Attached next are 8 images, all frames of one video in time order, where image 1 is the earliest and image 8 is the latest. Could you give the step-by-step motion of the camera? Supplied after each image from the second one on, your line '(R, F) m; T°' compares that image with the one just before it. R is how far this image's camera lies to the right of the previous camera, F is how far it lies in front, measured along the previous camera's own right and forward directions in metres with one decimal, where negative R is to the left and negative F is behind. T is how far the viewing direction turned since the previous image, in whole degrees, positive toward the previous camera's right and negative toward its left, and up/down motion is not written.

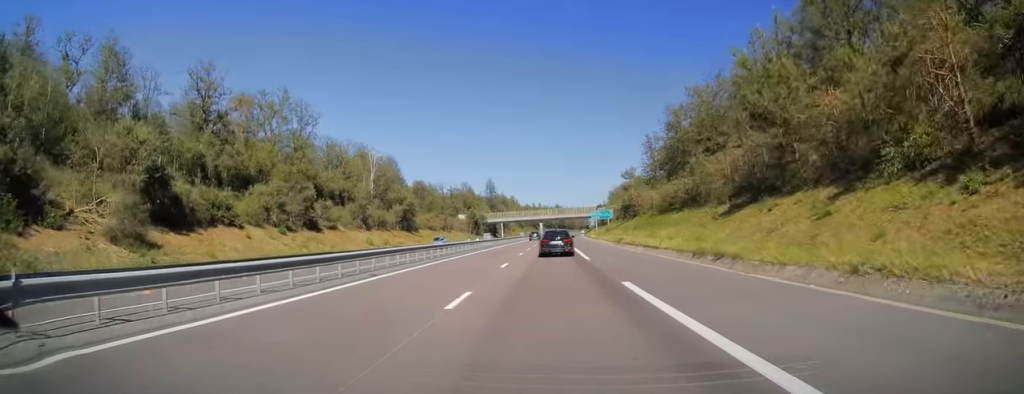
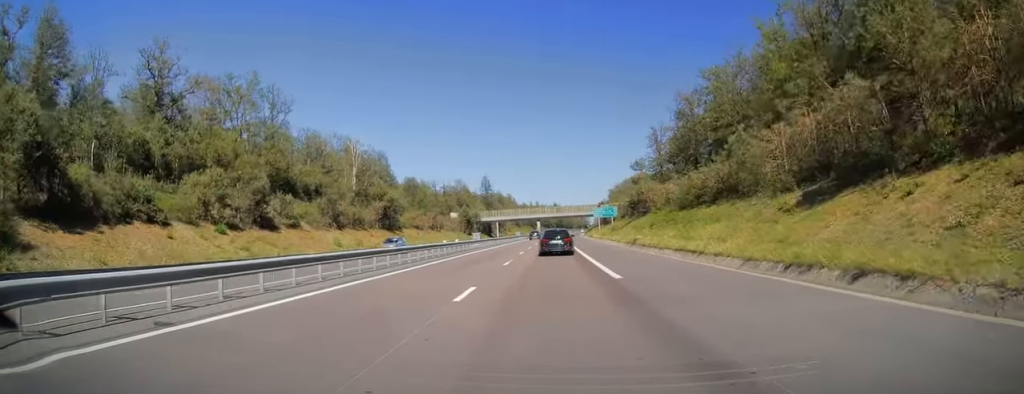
(+0.1, +11.8) m; 0°
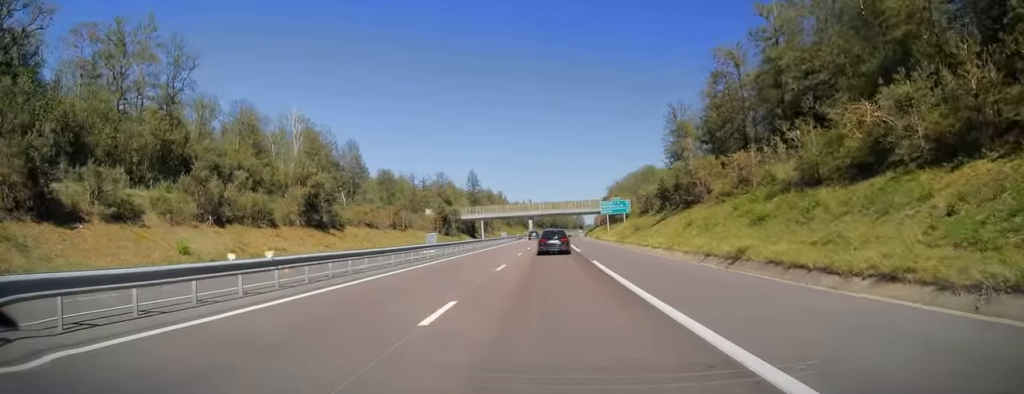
(0.0, +29.0) m; 0°
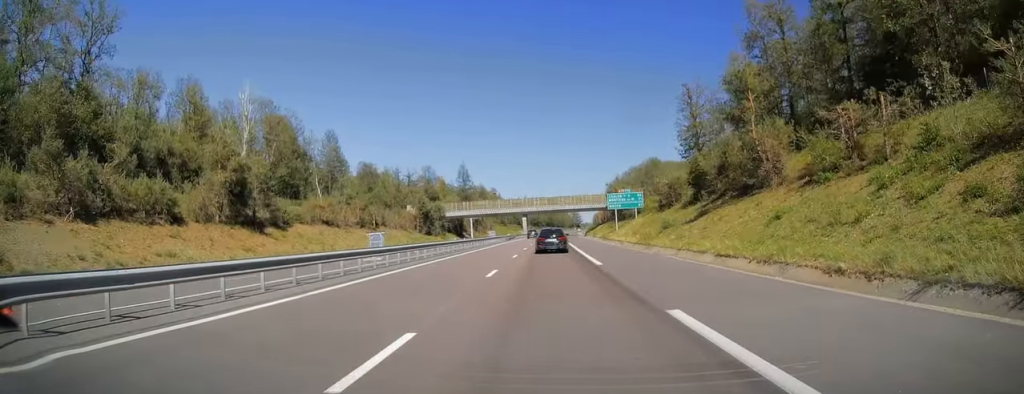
(0.0, +16.7) m; +1°
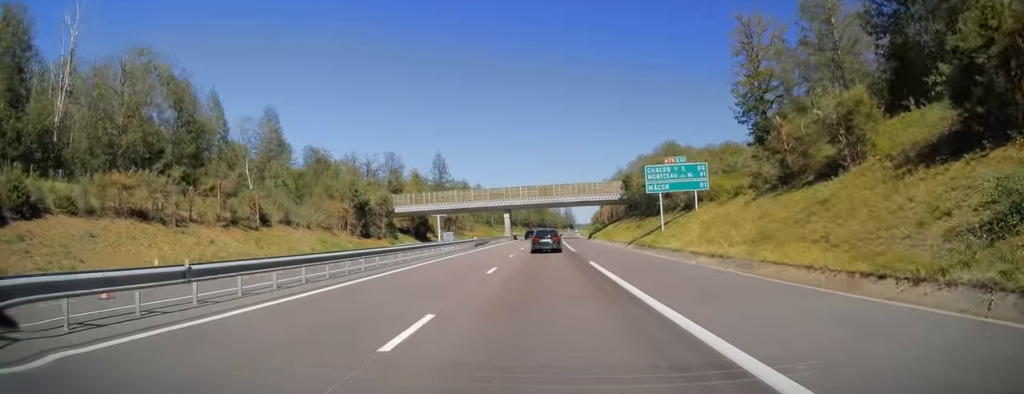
(+0.4, +36.8) m; +1°
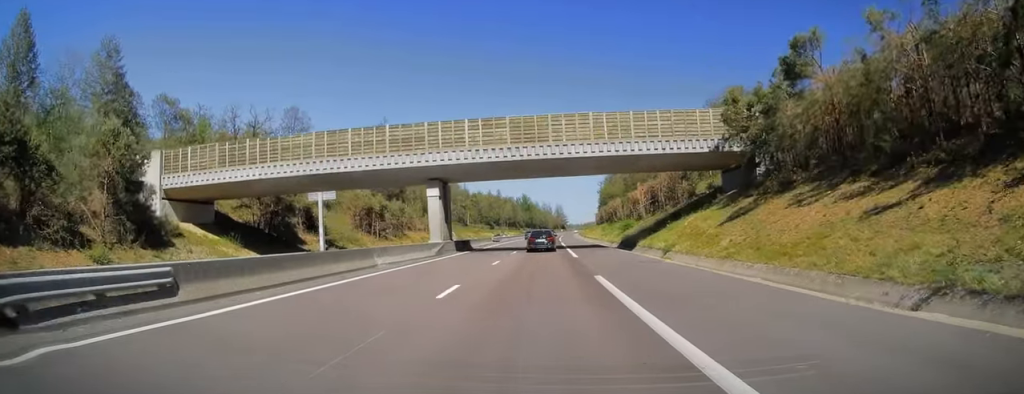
(+0.1, +59.0) m; 0°
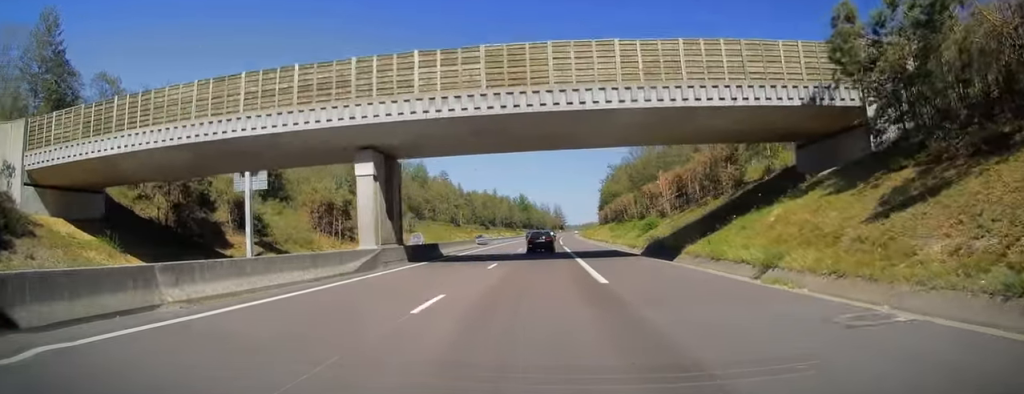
(0.0, +15.2) m; 0°
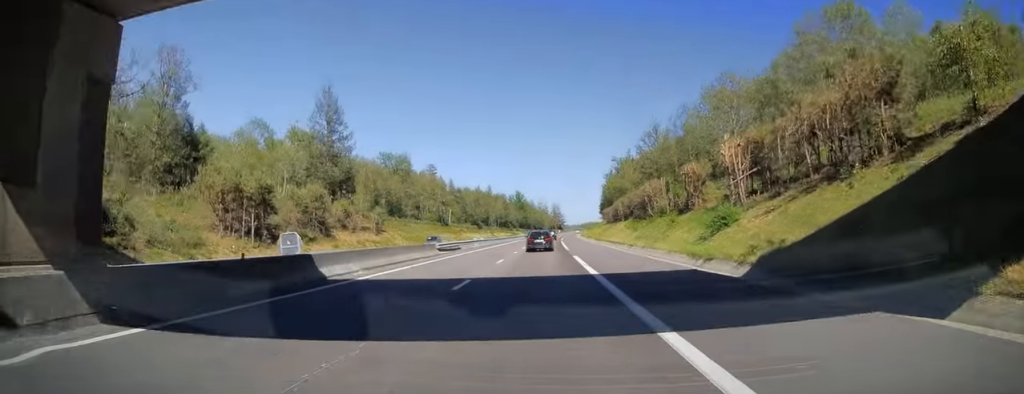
(0.0, +21.6) m; +1°
